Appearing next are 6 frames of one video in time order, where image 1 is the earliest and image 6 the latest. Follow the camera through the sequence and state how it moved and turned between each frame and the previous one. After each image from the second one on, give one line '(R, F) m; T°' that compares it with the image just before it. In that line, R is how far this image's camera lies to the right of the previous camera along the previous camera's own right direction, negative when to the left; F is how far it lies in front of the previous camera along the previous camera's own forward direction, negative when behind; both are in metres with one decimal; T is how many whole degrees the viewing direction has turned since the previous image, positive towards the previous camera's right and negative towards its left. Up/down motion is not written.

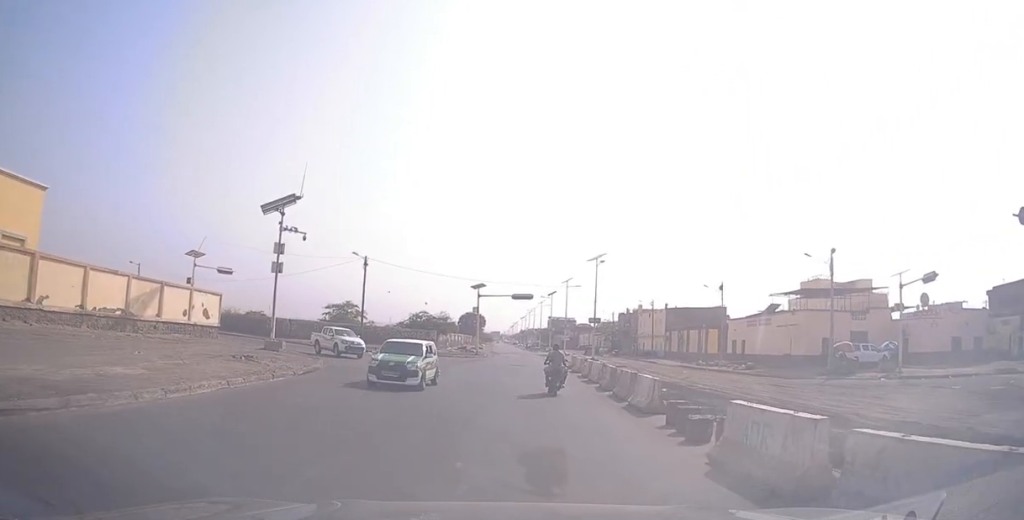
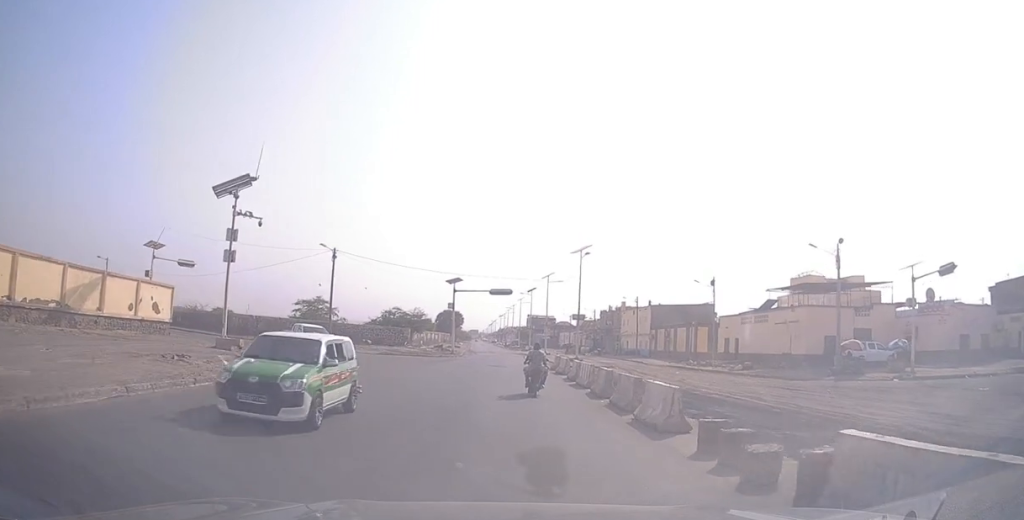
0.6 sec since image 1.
(-0.1, +3.5) m; 0°
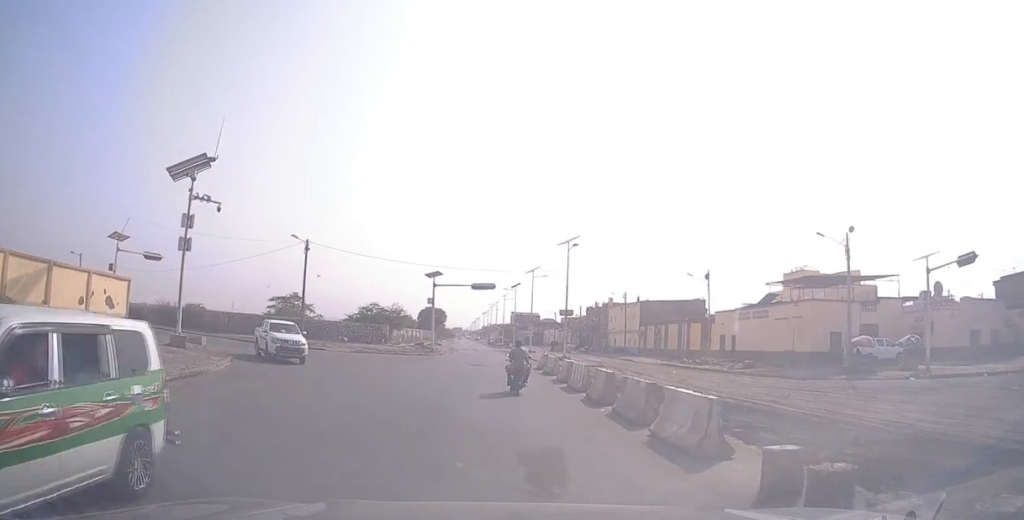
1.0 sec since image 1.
(0.0, +3.0) m; 0°
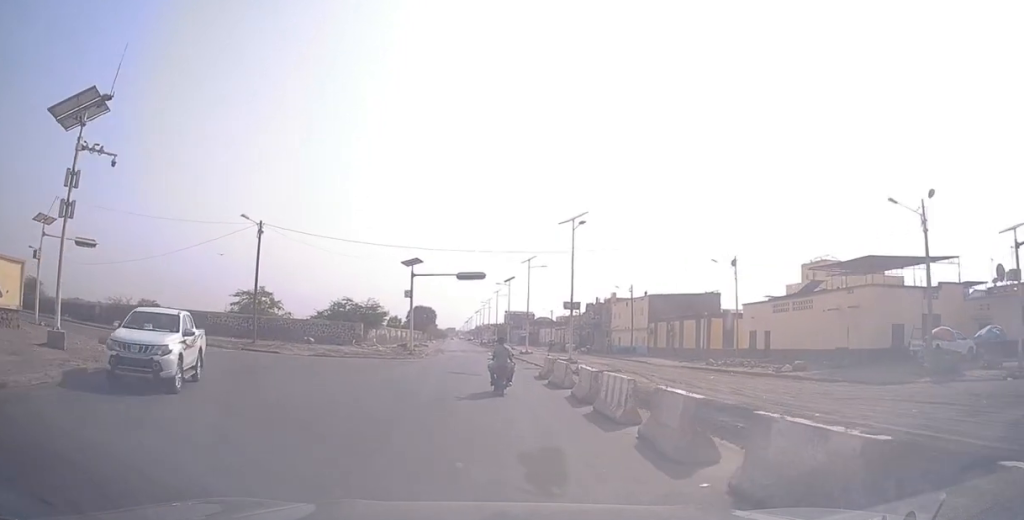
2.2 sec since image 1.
(-0.1, +8.2) m; -2°
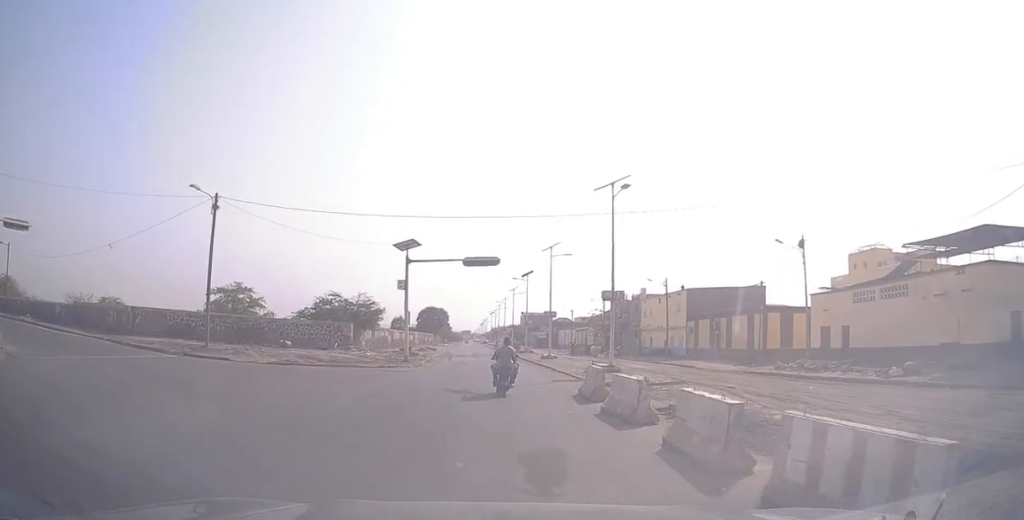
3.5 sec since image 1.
(-0.1, +8.8) m; +2°
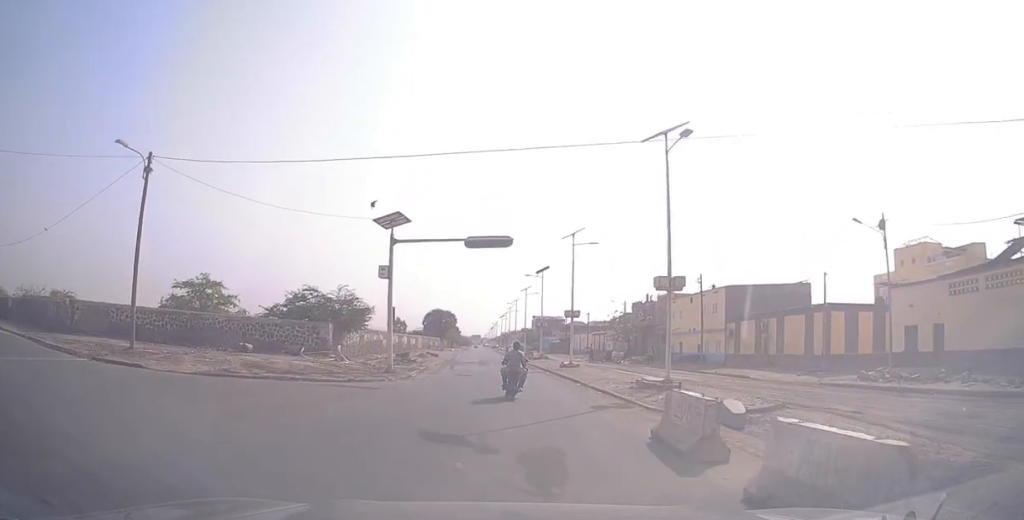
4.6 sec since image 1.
(+0.3, +8.0) m; 0°
